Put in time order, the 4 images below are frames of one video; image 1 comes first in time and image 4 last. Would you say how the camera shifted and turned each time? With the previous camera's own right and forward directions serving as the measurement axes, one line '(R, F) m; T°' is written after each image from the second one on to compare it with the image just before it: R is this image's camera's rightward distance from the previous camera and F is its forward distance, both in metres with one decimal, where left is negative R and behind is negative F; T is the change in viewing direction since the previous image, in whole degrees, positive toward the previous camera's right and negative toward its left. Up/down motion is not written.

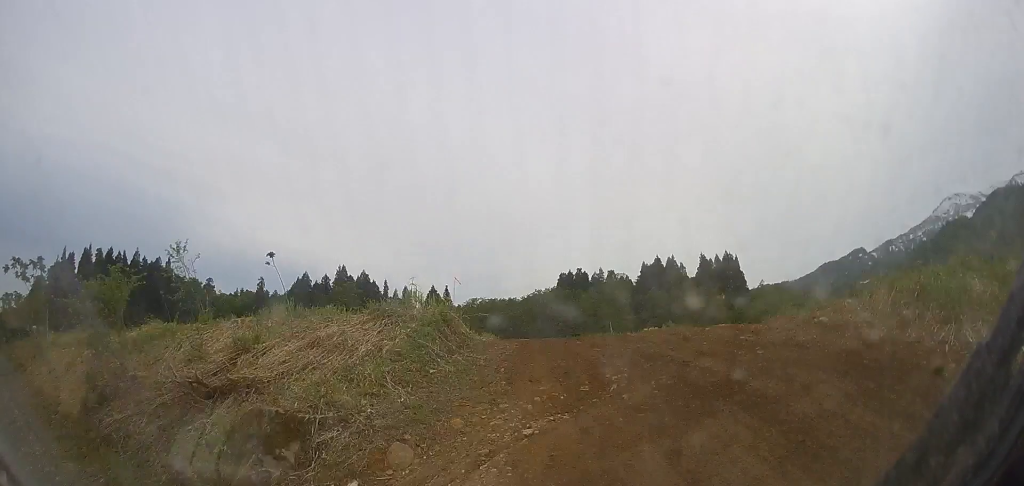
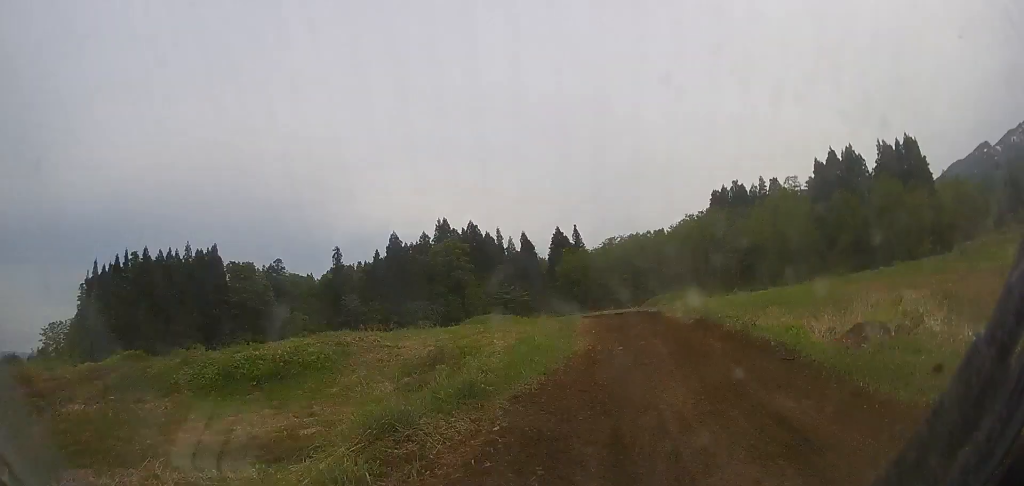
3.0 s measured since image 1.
(-2.9, +37.2) m; -5°
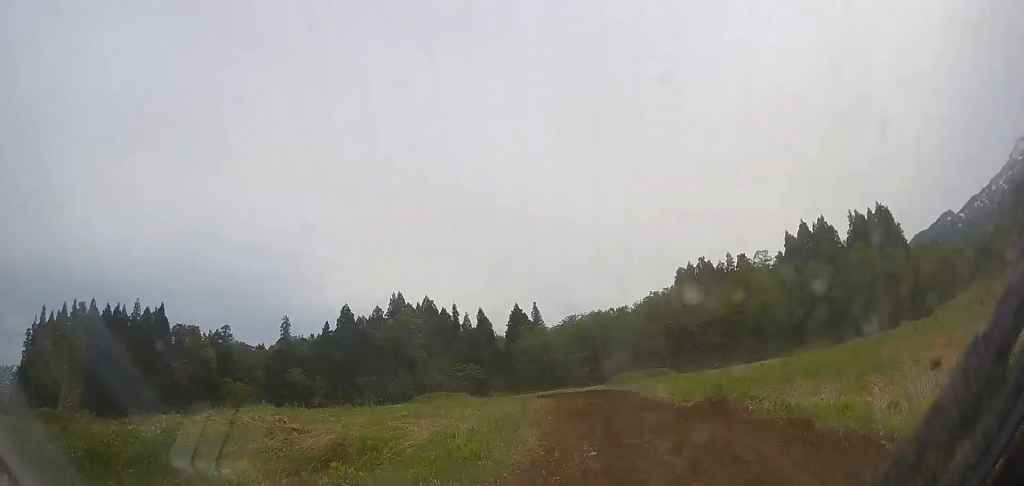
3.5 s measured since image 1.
(0.0, +6.0) m; 0°
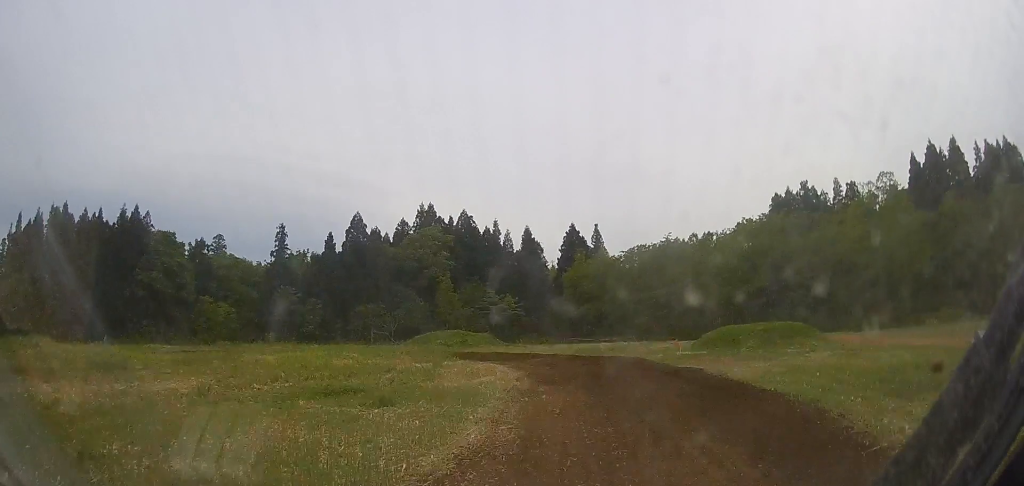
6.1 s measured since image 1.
(-1.2, +26.1) m; -18°
